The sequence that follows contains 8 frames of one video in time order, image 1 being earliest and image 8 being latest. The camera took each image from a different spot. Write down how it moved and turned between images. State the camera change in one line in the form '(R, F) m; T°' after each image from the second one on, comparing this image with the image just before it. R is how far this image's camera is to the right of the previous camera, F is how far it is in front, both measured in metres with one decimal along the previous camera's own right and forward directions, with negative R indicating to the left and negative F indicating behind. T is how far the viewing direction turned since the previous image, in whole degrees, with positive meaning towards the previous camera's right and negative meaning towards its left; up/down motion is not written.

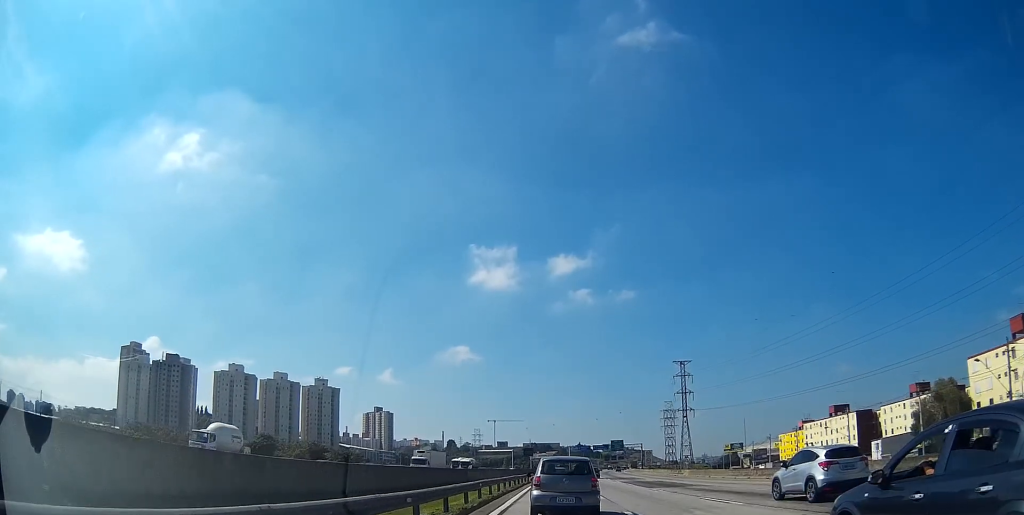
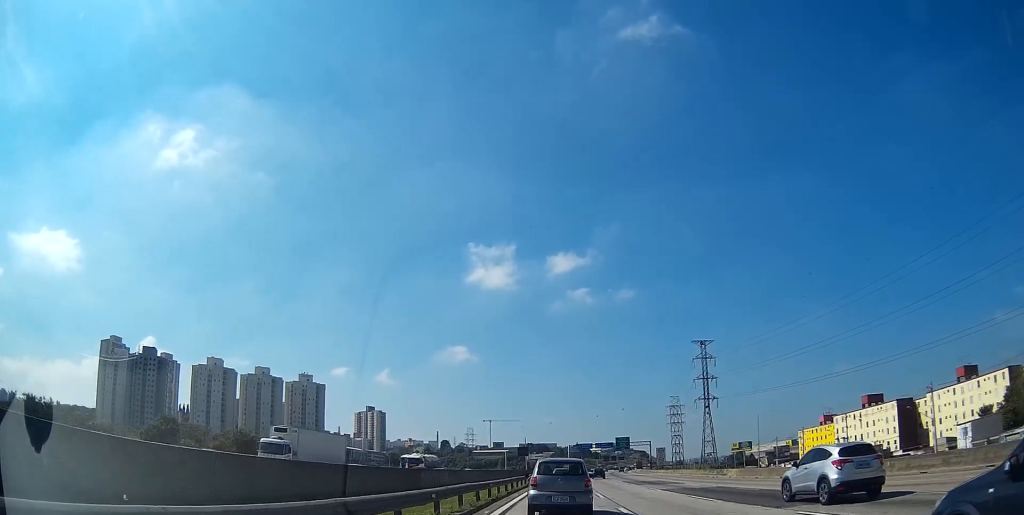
(0.0, +21.6) m; 0°
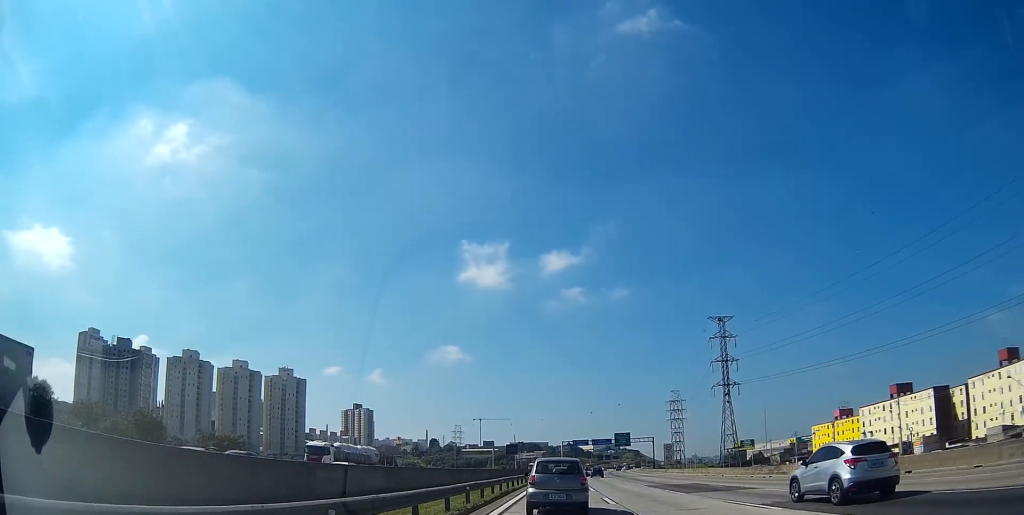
(+0.1, +18.1) m; 0°
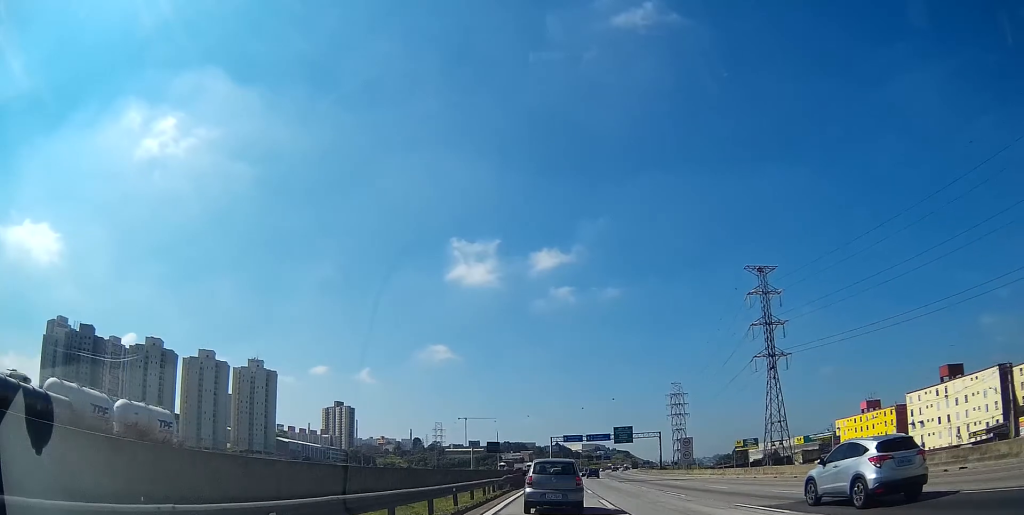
(+0.1, +25.2) m; +1°
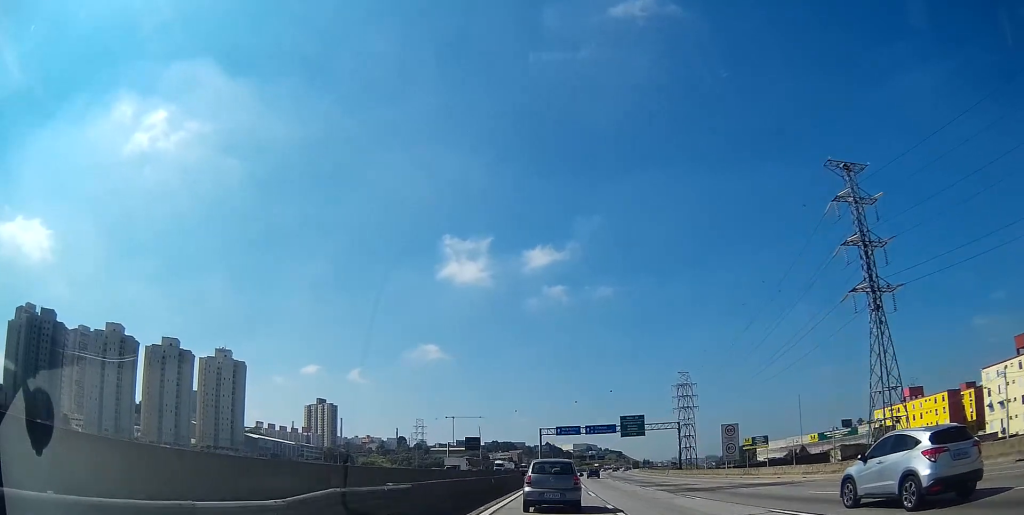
(+0.4, +26.9) m; +1°
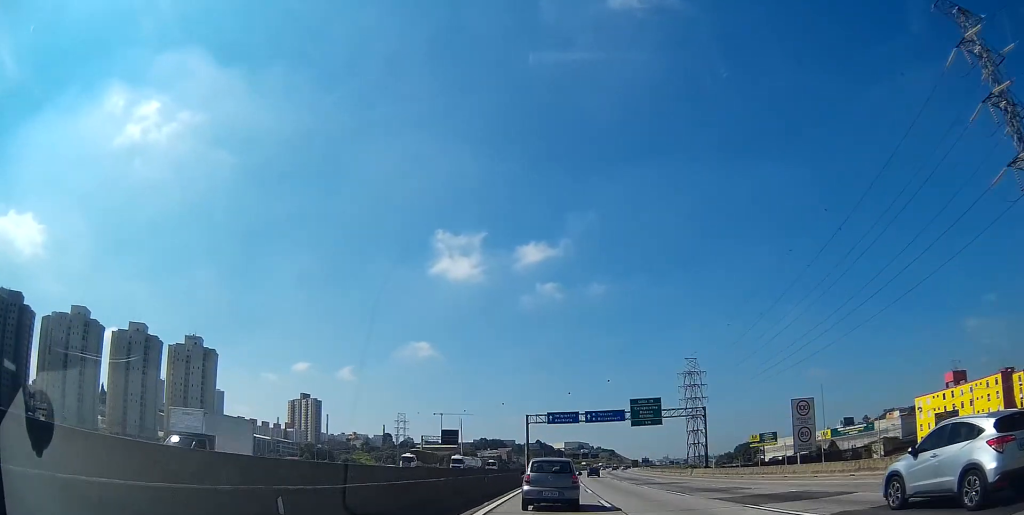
(+0.1, +21.9) m; +1°
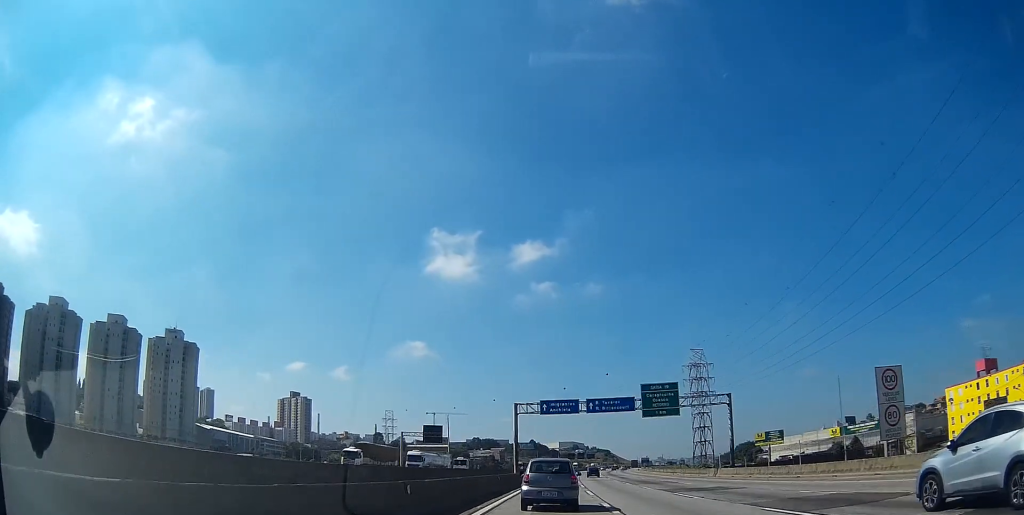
(+0.2, +13.5) m; +1°
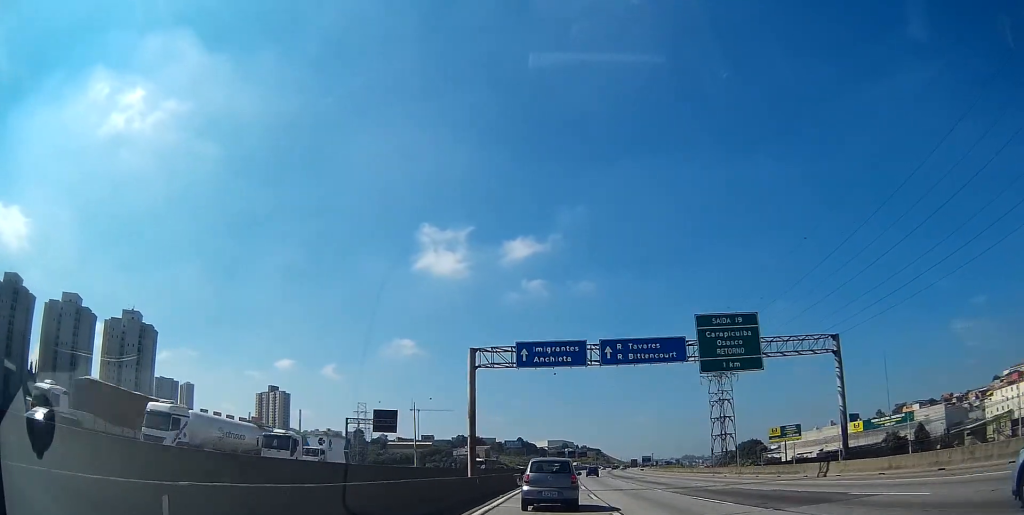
(+0.1, +27.8) m; +1°
